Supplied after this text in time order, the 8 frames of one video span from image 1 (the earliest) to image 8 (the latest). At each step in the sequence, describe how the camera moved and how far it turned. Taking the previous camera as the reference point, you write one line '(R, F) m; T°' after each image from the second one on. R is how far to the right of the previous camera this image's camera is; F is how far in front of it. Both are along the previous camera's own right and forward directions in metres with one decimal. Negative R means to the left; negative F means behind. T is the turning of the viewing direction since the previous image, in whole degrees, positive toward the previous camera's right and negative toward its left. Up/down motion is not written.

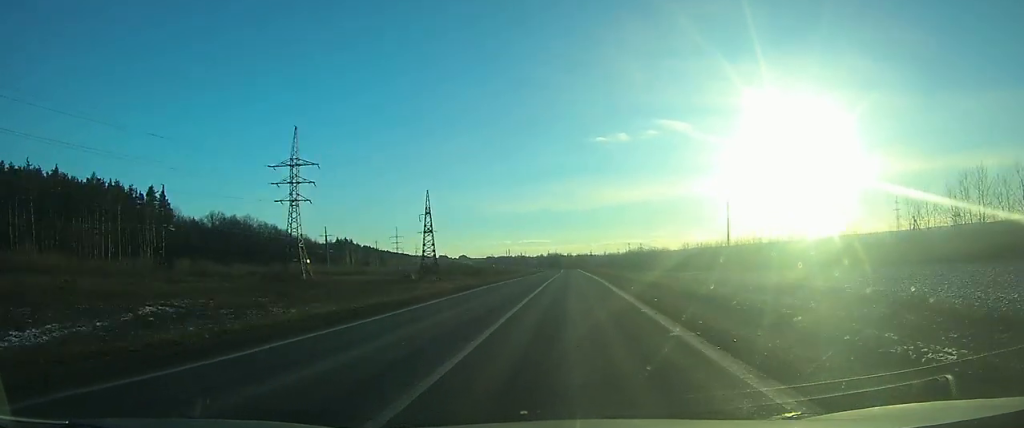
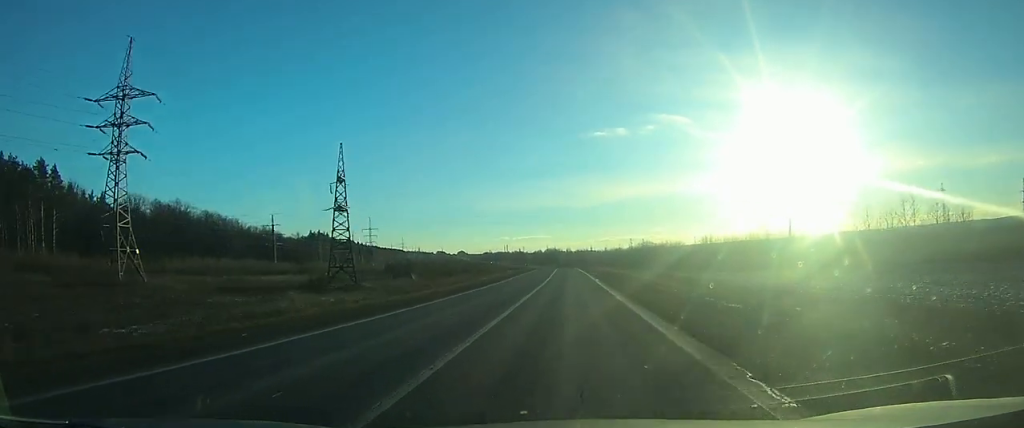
(-0.1, +41.7) m; 0°
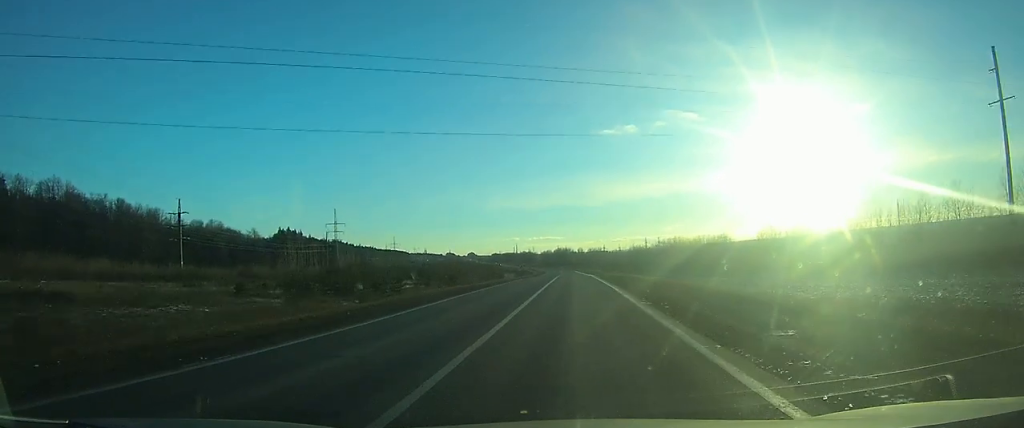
(-0.5, +54.6) m; -1°
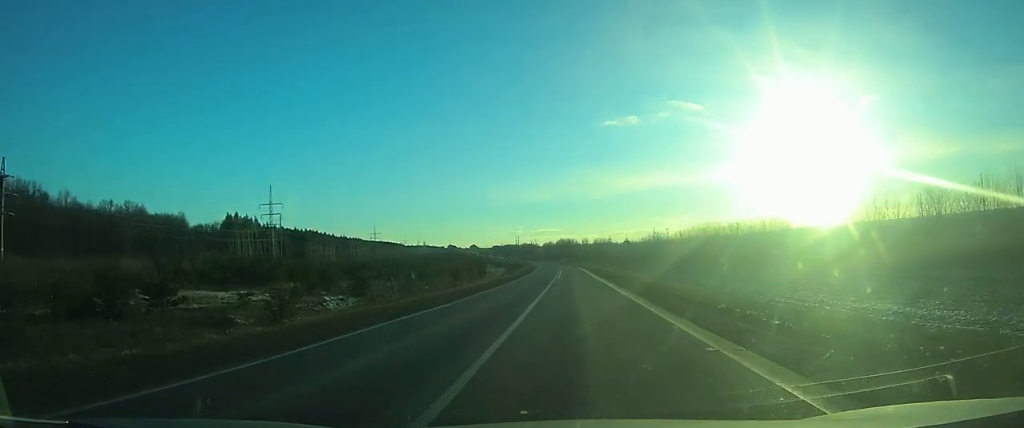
(-0.3, +57.9) m; -1°
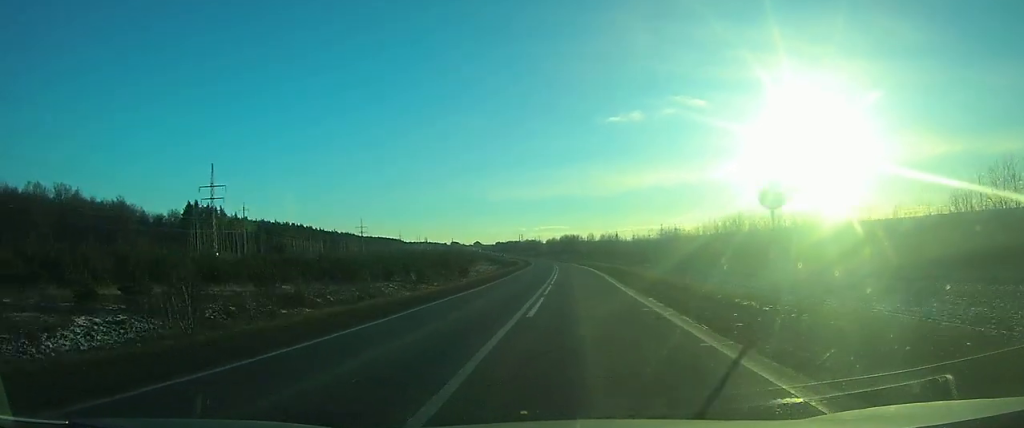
(-0.1, +35.8) m; 0°
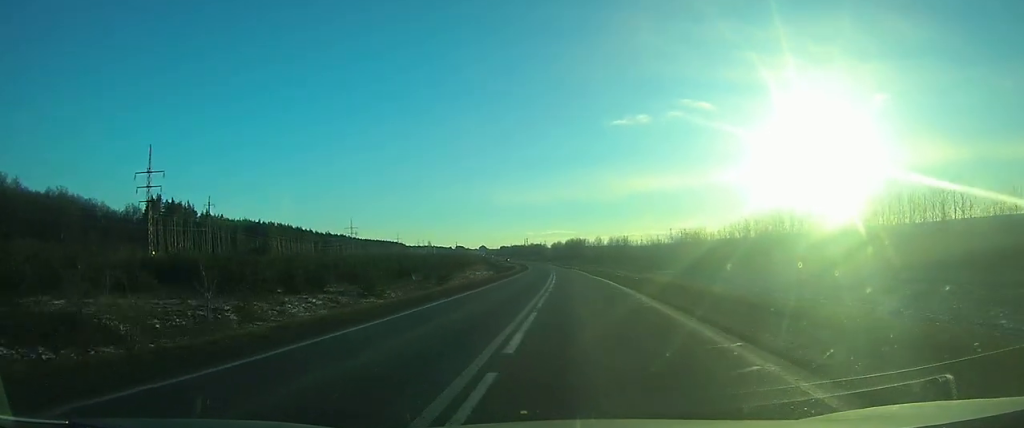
(-0.1, +28.2) m; -1°
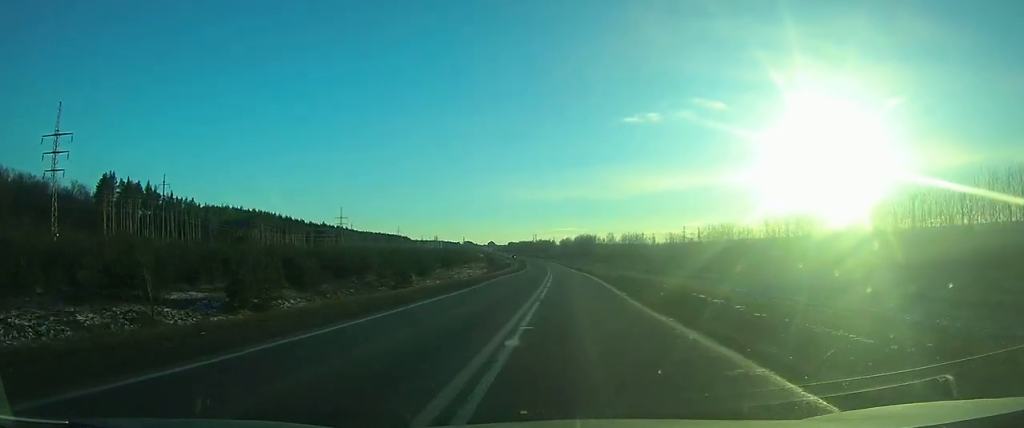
(-0.2, +30.4) m; -1°
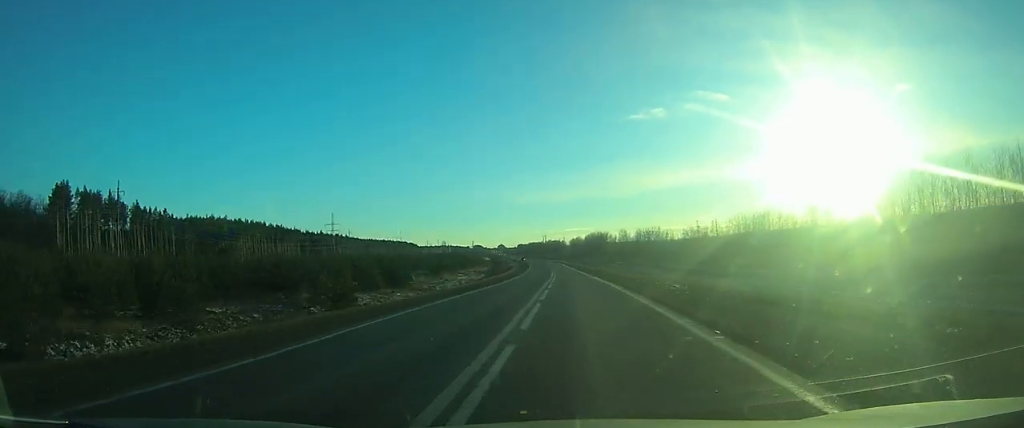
(0.0, +23.8) m; -1°
